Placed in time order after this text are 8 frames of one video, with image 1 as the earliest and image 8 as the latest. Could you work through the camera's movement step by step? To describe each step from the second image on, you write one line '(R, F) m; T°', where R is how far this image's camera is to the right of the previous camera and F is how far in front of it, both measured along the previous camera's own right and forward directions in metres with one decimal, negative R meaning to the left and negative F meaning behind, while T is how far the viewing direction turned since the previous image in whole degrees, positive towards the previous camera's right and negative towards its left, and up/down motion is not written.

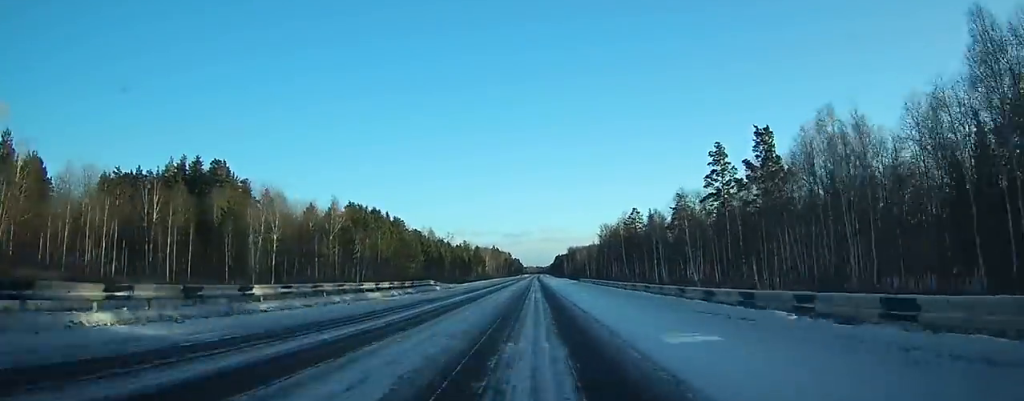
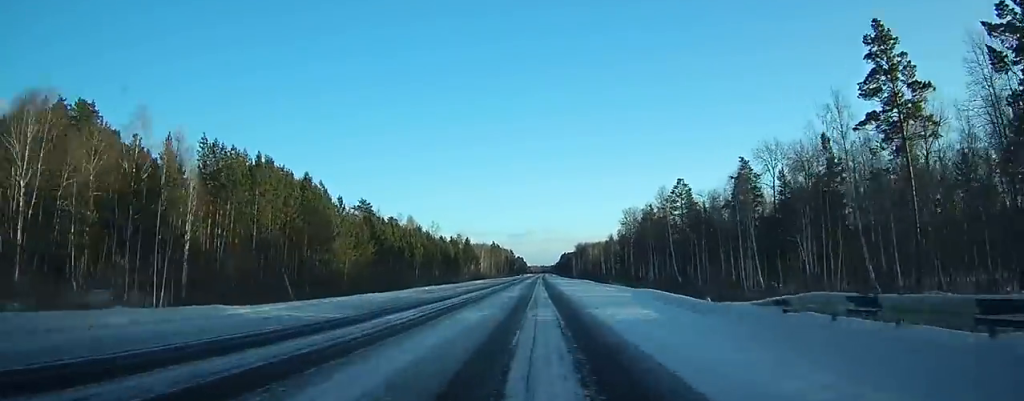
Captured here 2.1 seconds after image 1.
(-0.1, +53.2) m; 0°
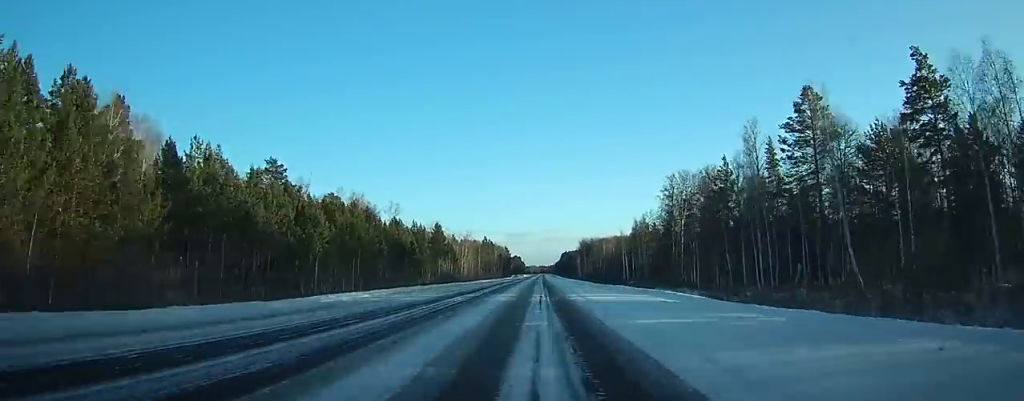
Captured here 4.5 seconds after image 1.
(+0.1, +63.5) m; 0°
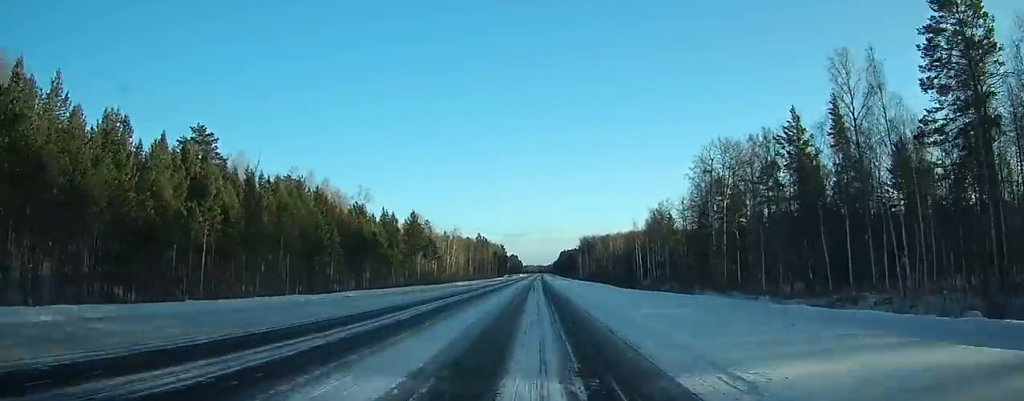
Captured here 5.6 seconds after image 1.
(0.0, +27.4) m; 0°
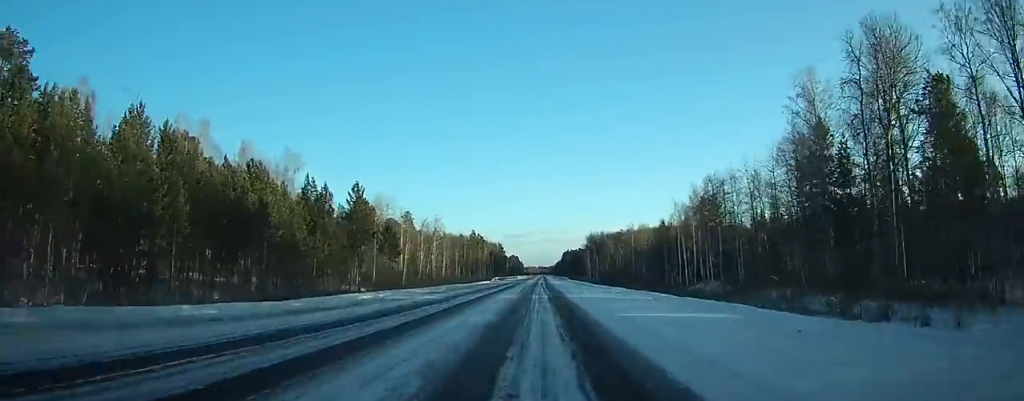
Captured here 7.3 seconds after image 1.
(0.0, +42.7) m; 0°
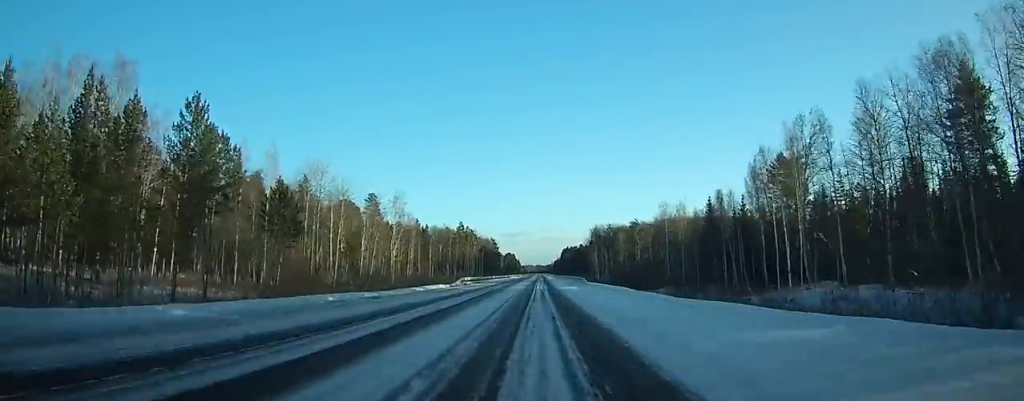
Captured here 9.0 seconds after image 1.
(+0.2, +44.1) m; 0°
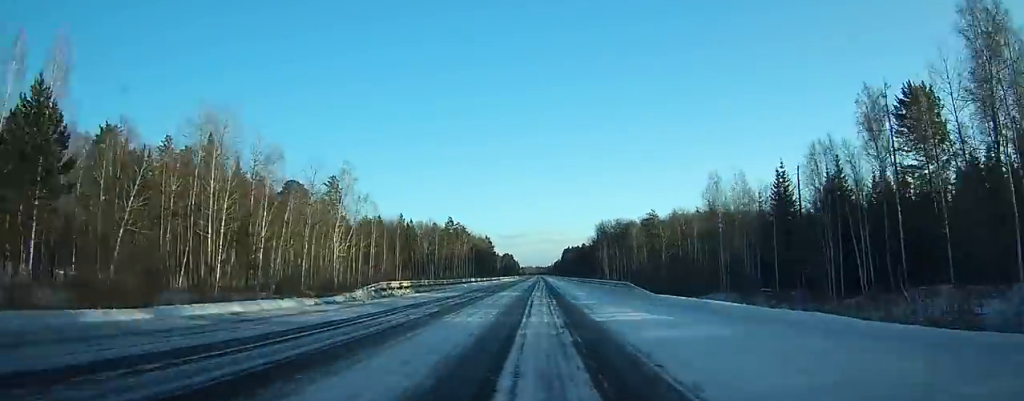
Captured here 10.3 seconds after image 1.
(+0.1, +33.9) m; 0°
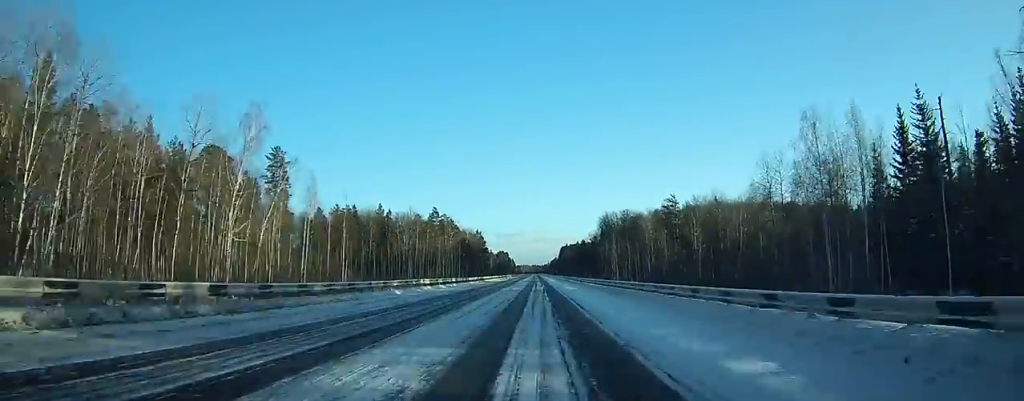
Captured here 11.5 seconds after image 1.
(-0.1, +30.5) m; 0°
